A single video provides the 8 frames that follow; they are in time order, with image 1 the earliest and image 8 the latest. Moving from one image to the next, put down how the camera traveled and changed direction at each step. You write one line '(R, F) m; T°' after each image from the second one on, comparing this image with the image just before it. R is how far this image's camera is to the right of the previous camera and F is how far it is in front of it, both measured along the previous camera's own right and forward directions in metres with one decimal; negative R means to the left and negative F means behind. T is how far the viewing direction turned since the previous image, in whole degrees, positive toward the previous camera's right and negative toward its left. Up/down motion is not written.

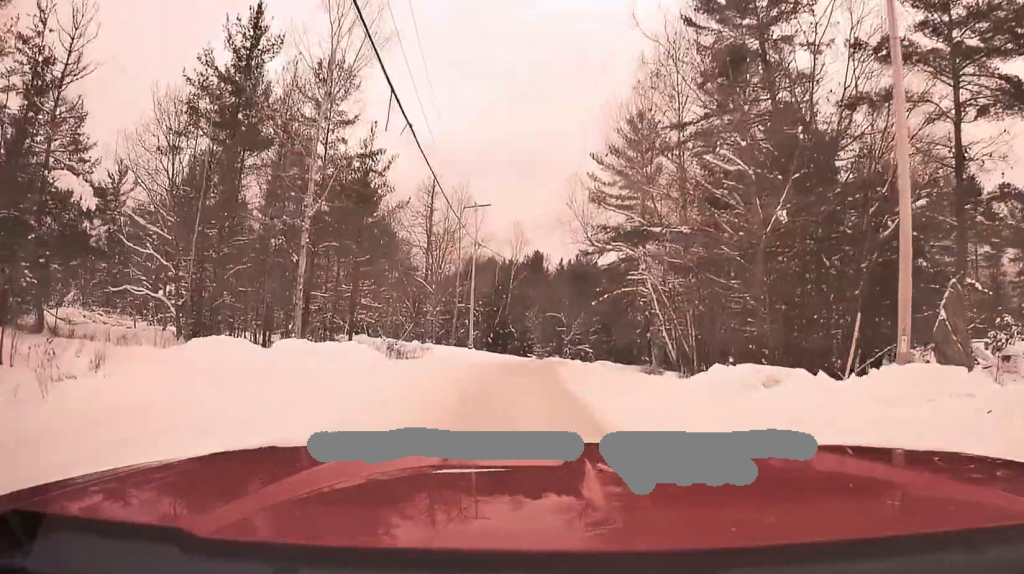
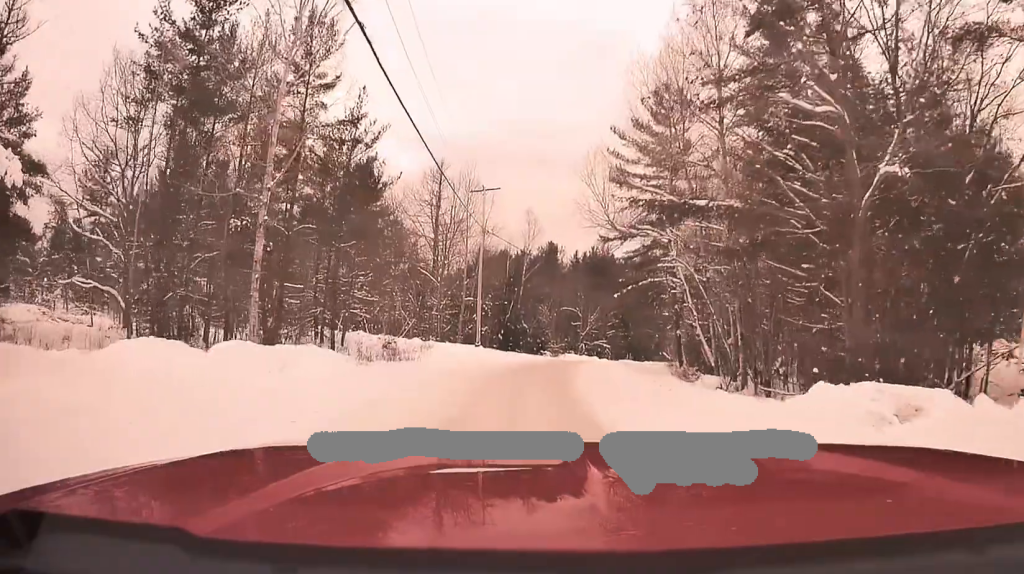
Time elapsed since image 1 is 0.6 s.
(0.0, +5.6) m; -3°
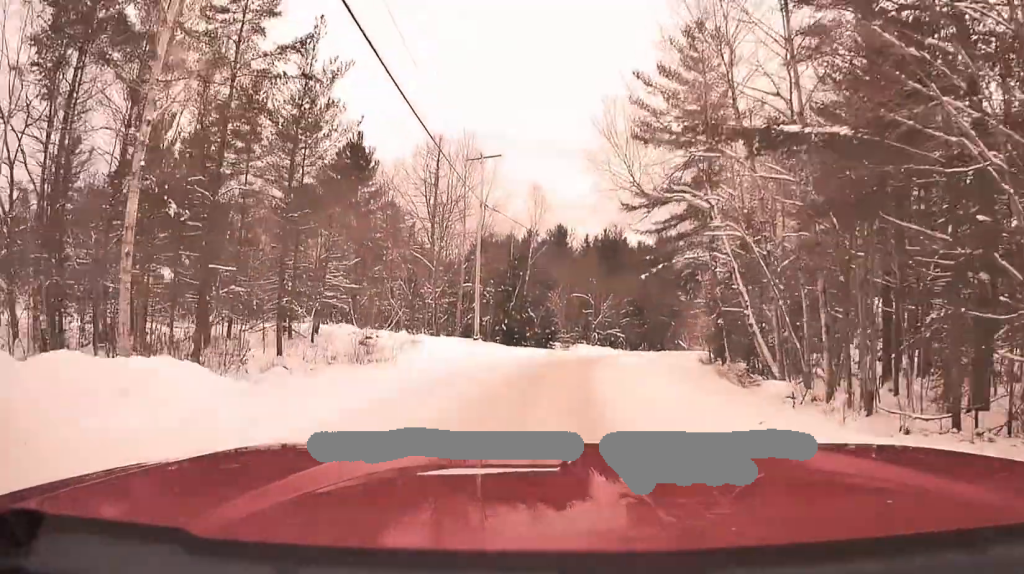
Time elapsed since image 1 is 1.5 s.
(-0.5, +7.9) m; -2°
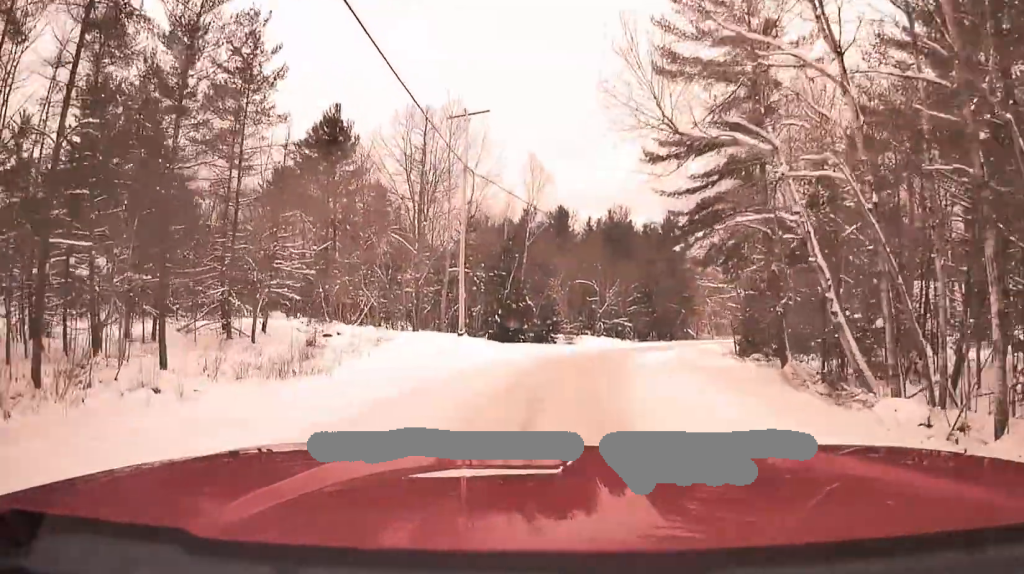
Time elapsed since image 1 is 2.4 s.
(+0.2, +8.4) m; +1°
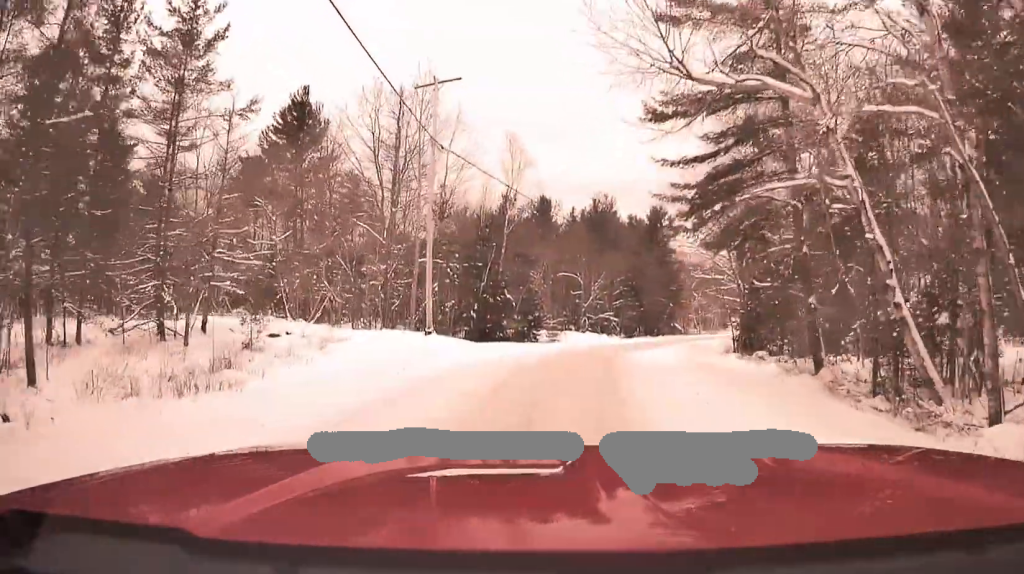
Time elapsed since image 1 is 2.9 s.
(0.0, +4.7) m; 0°
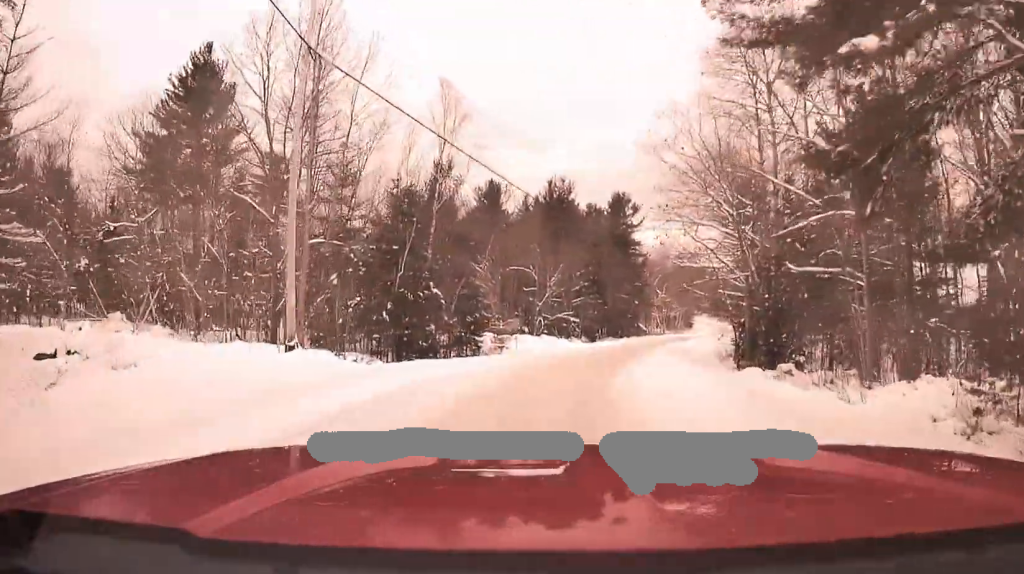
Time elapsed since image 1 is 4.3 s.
(0.0, +12.1) m; +1°
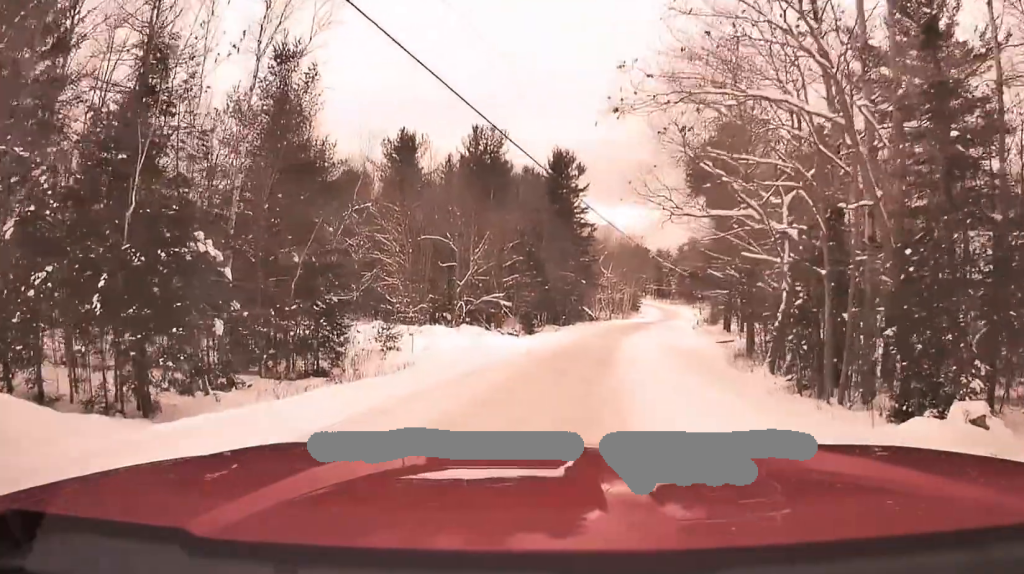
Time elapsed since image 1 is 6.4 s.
(+0.7, +17.6) m; +7°
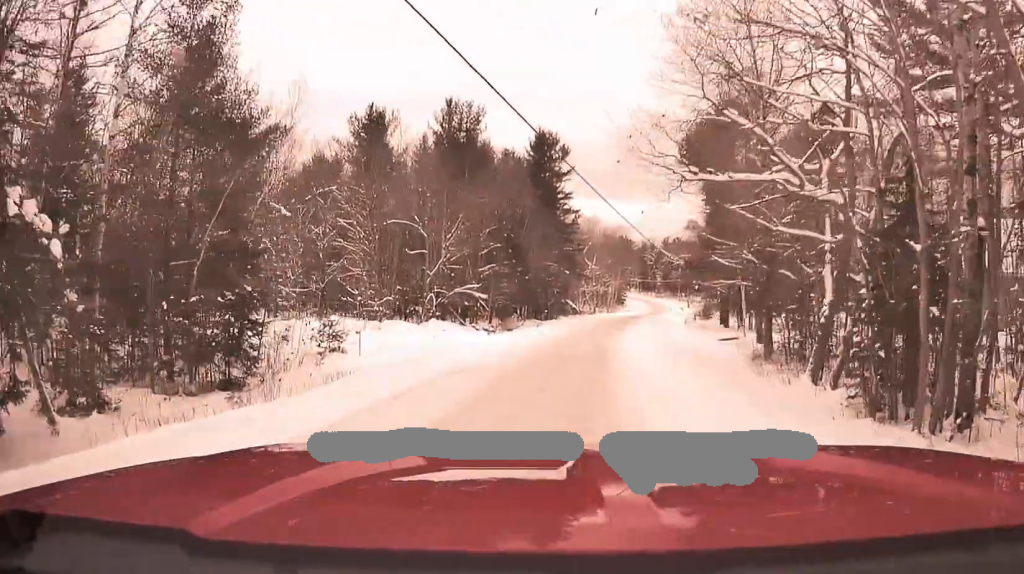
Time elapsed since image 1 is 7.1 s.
(+0.3, +6.0) m; +3°
